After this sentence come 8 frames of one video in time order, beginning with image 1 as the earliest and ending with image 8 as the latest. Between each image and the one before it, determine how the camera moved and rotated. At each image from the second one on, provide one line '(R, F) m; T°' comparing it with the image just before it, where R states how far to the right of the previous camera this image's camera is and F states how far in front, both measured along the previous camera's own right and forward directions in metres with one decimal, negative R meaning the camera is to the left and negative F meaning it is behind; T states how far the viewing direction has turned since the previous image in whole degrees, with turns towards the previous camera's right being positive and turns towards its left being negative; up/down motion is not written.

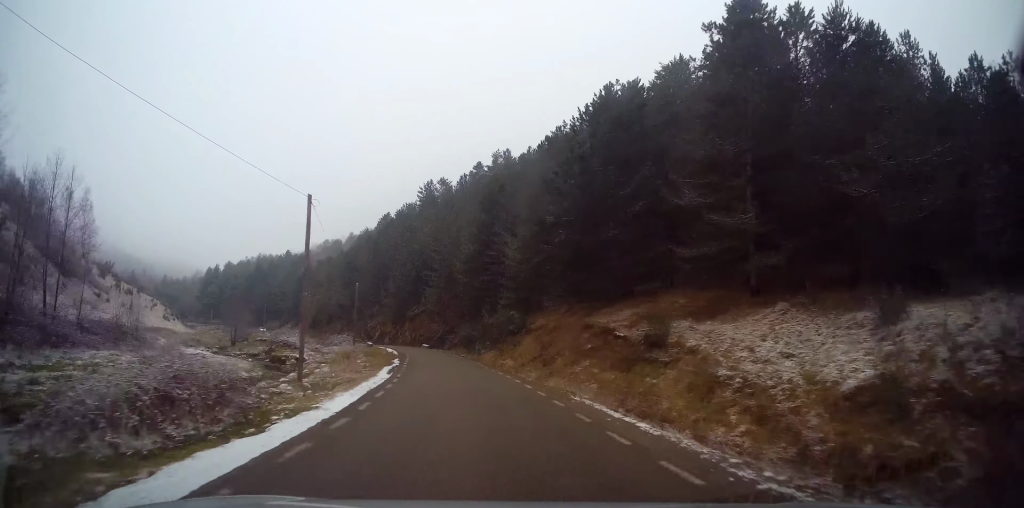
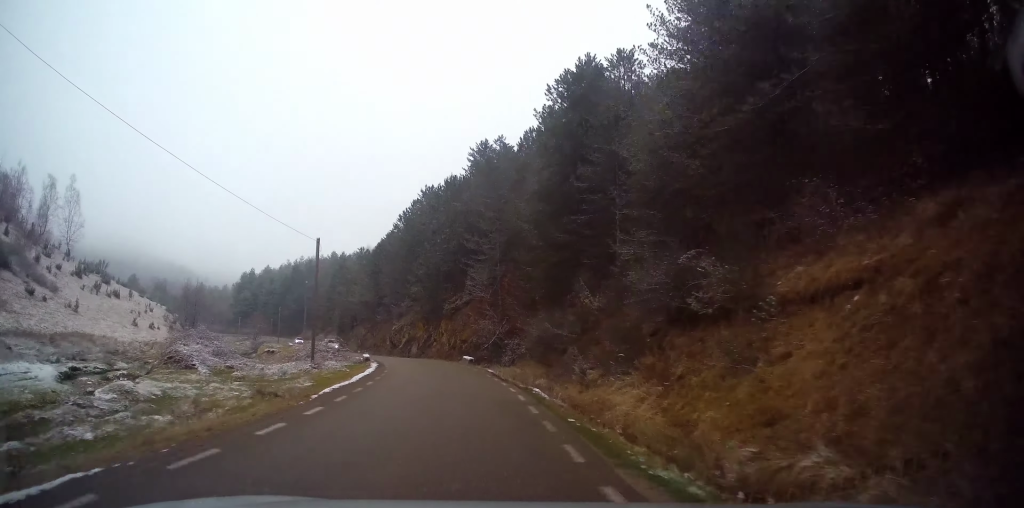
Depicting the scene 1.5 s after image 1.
(-1.4, +26.1) m; -6°
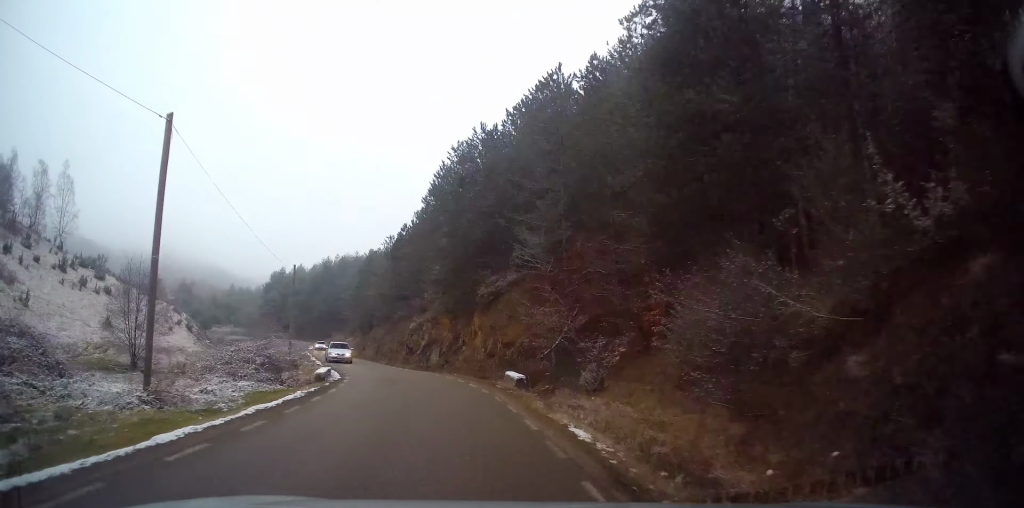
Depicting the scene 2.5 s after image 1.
(-0.5, +16.0) m; -6°
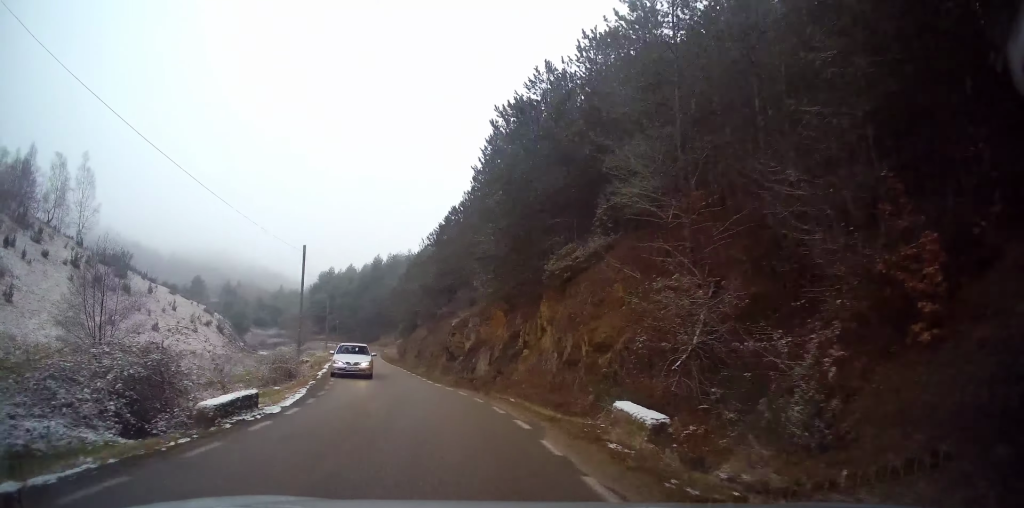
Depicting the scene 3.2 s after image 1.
(-0.7, +9.7) m; -6°
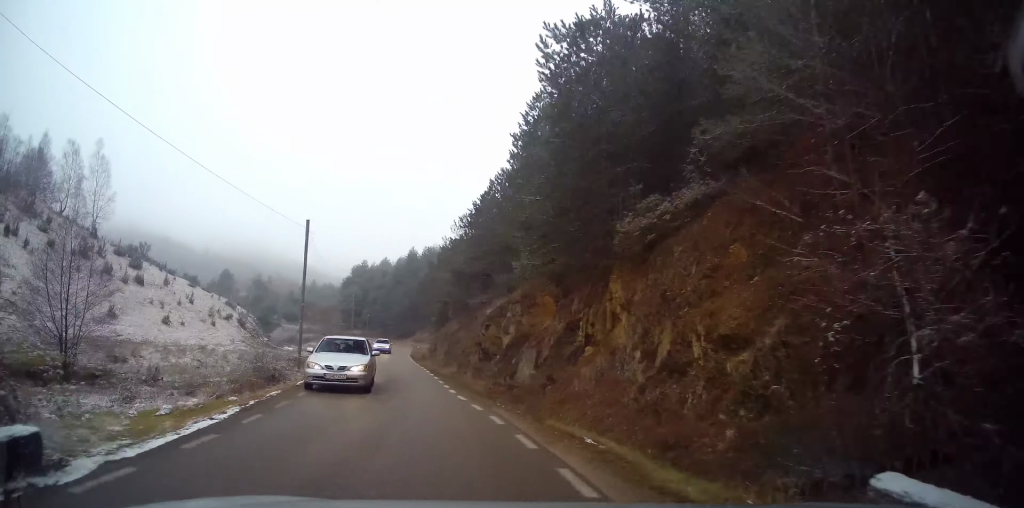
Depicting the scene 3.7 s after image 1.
(-0.1, +5.9) m; -4°
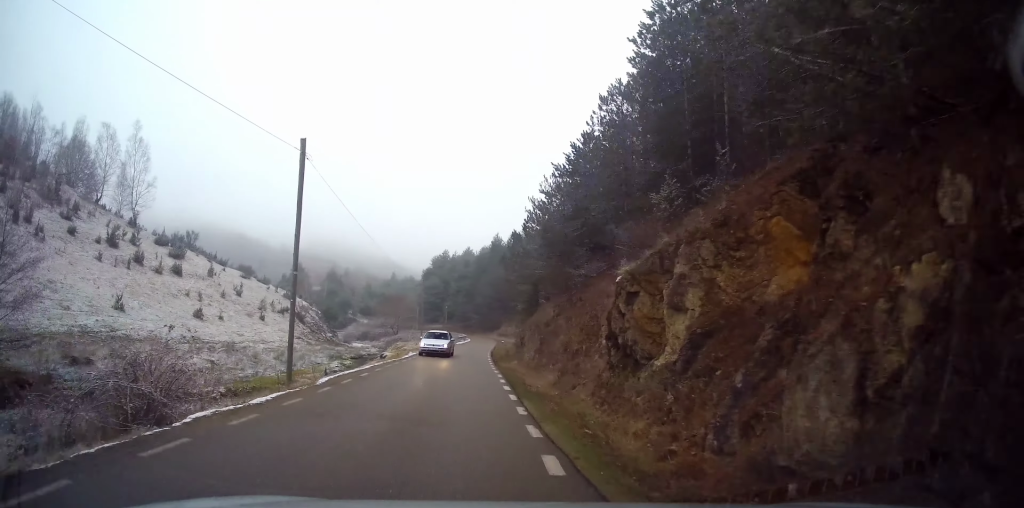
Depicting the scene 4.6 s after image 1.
(-0.9, +11.6) m; -9°
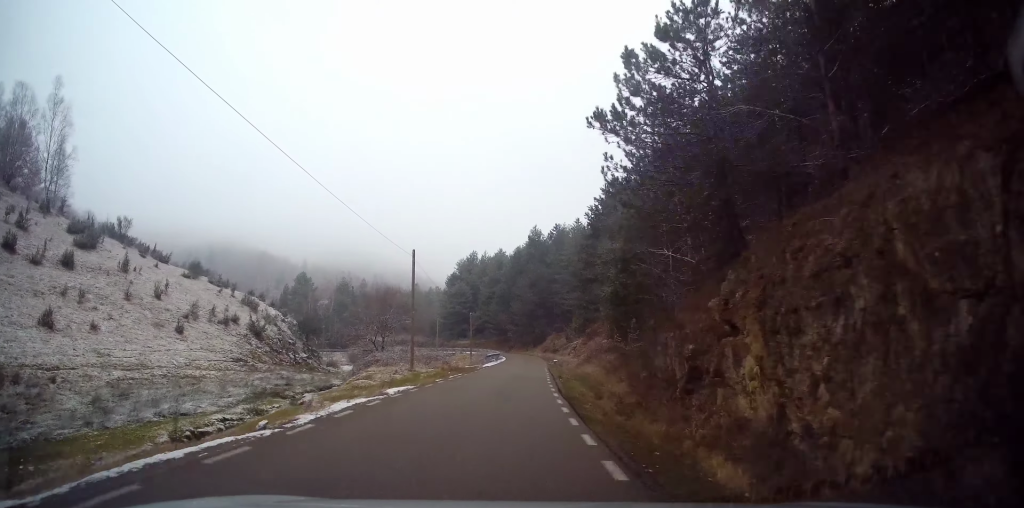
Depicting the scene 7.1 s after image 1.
(-1.0, +28.0) m; +1°
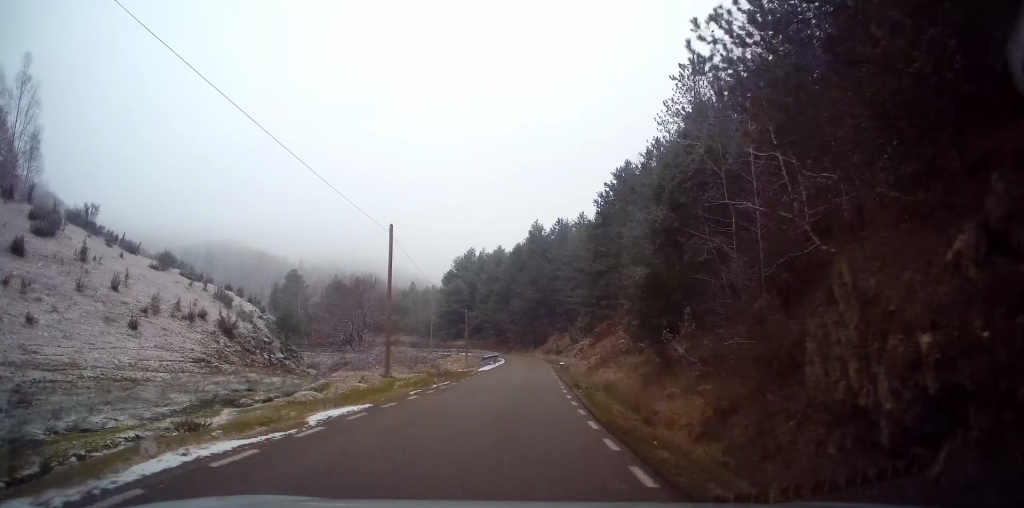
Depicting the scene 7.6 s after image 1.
(+0.1, +6.3) m; 0°
